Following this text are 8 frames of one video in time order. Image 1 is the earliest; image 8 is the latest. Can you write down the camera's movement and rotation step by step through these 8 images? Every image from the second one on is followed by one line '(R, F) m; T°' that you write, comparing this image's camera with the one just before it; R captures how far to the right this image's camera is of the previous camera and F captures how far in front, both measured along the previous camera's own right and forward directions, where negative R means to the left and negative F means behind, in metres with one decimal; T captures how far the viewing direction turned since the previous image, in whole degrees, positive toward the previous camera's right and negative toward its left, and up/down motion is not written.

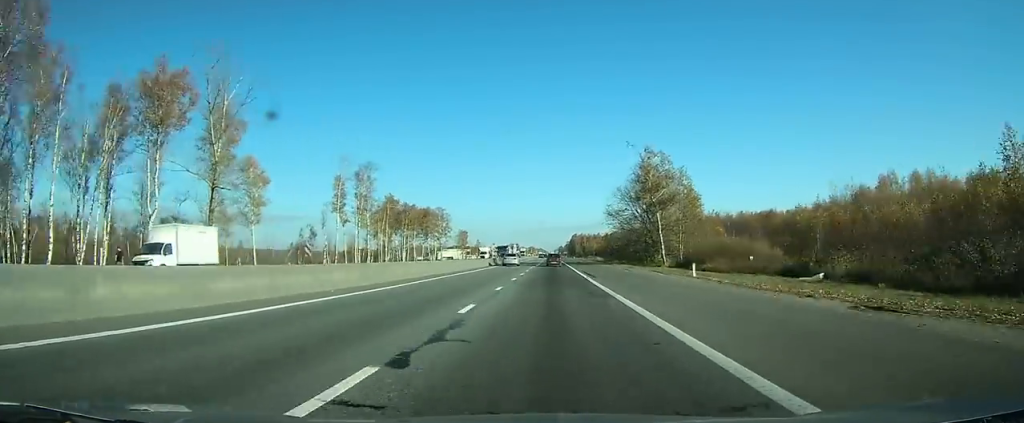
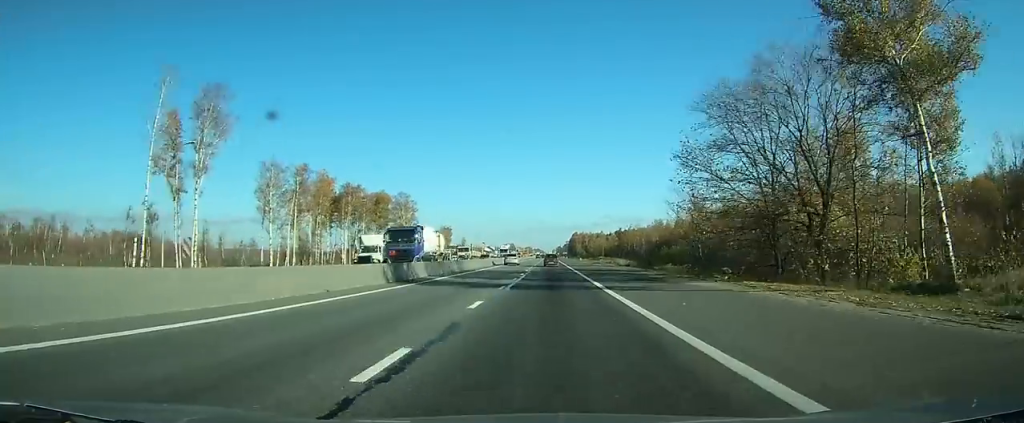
(+0.1, +48.1) m; 0°
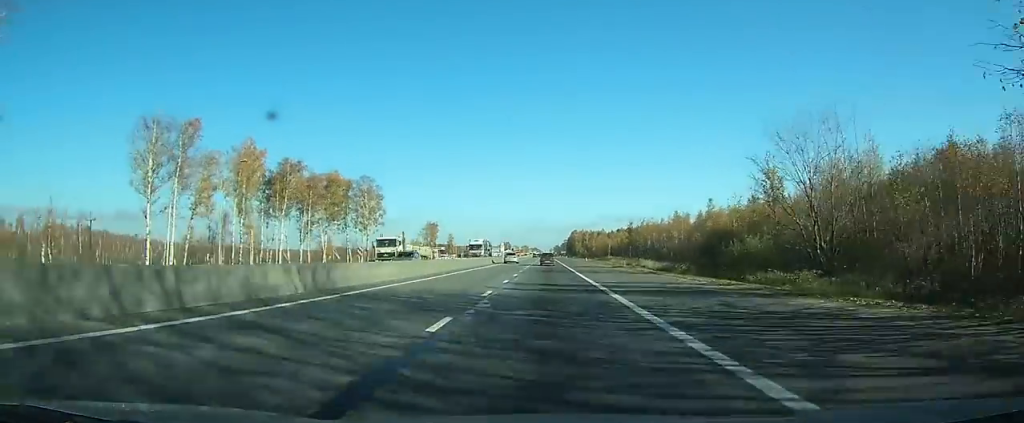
(+0.1, +29.6) m; 0°
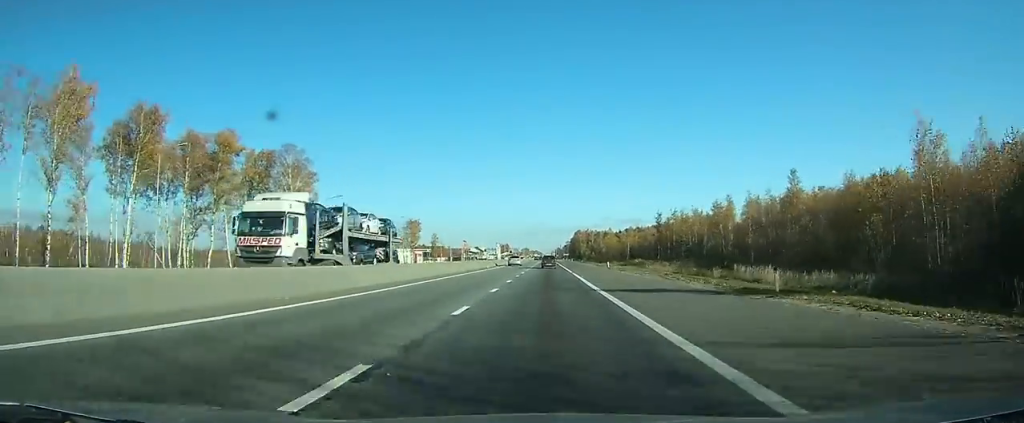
(+0.2, +38.3) m; 0°
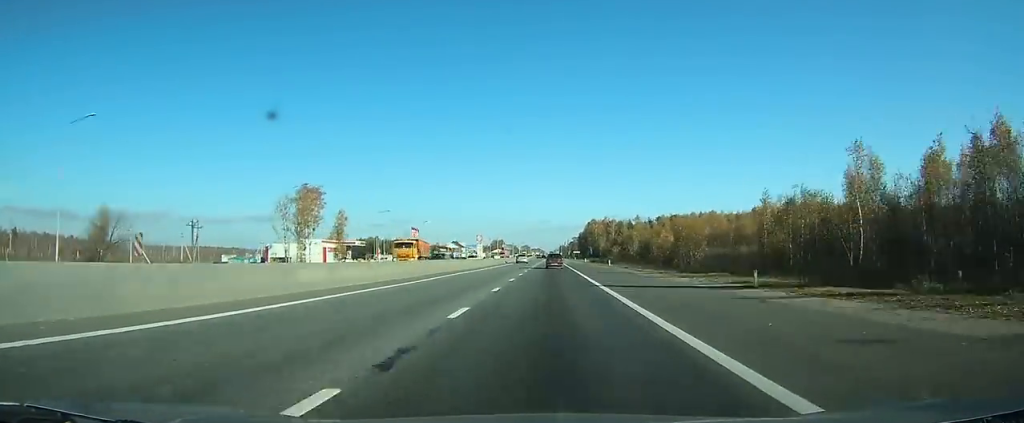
(-0.4, +94.9) m; 0°
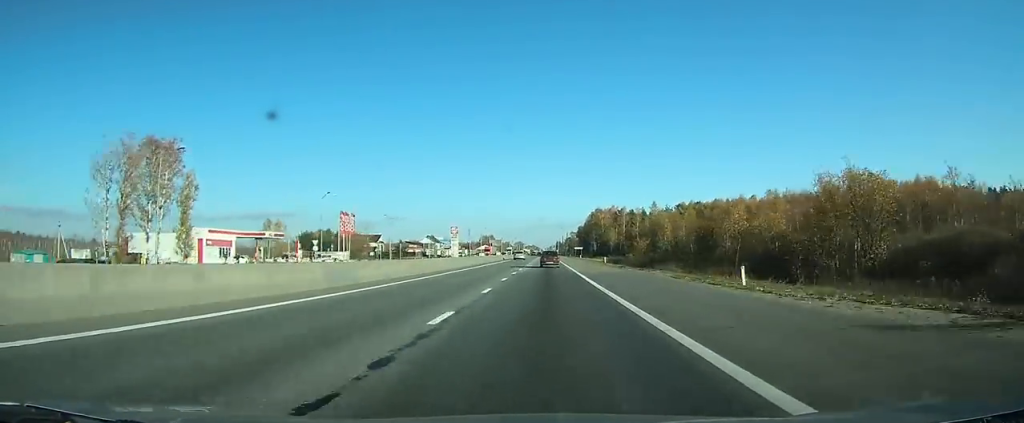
(+0.1, +46.8) m; 0°
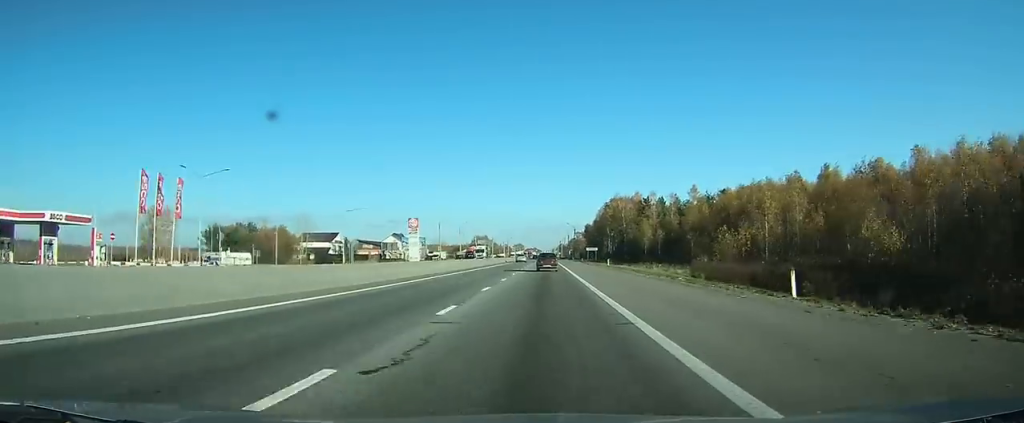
(0.0, +55.7) m; 0°
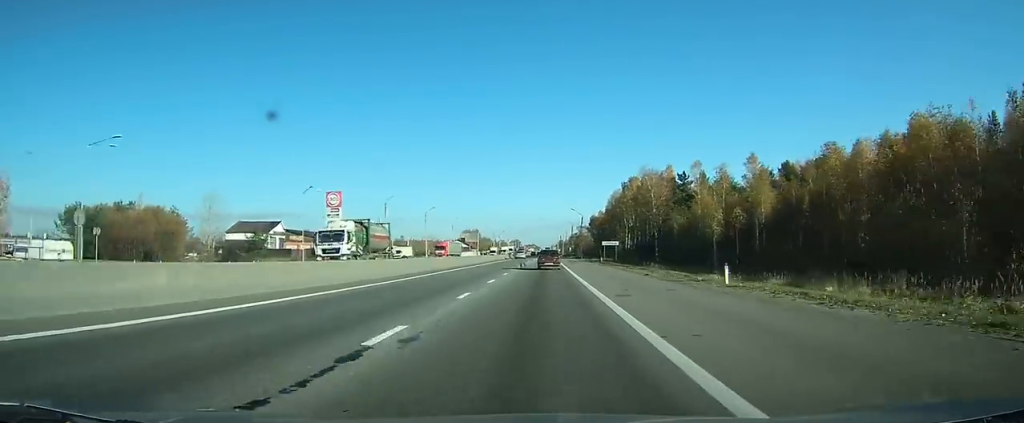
(-0.2, +45.8) m; 0°
